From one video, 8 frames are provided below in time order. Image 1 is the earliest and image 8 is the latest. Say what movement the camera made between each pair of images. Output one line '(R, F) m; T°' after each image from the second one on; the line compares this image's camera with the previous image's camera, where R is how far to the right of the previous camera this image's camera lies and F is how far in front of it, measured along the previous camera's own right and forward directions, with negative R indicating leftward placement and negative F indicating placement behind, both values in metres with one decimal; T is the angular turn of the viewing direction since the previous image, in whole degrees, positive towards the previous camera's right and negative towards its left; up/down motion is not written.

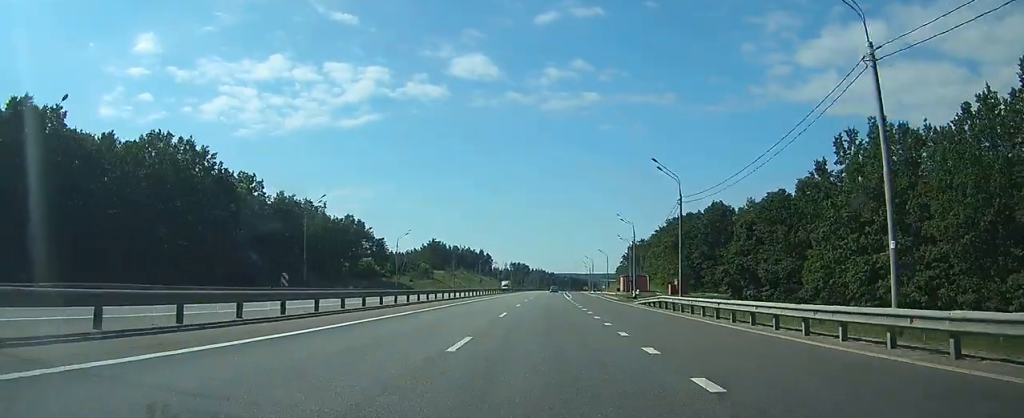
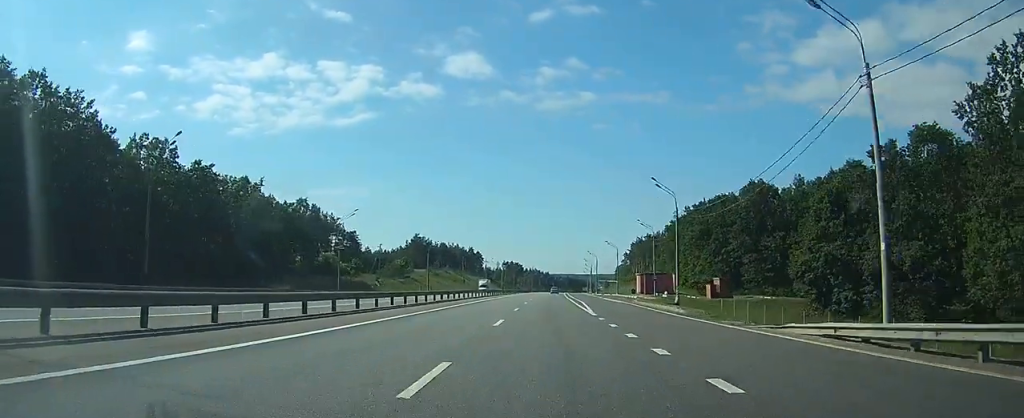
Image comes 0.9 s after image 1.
(+0.1, +28.7) m; 0°
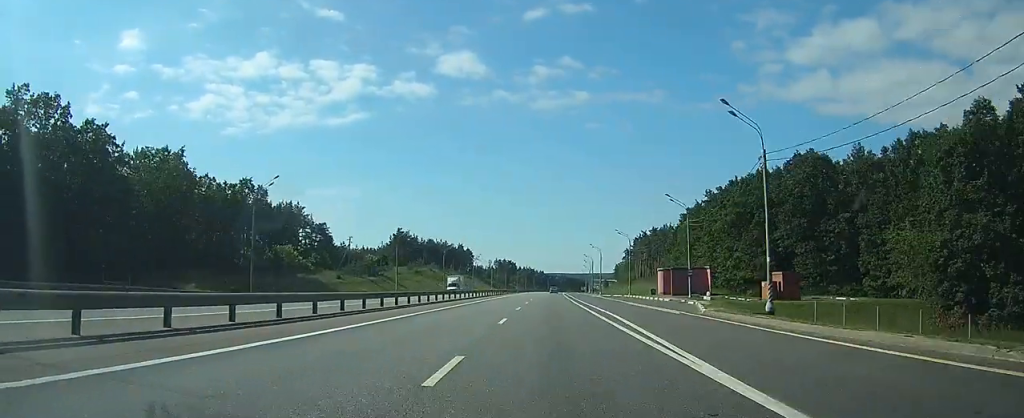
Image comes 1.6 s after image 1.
(+0.1, +23.3) m; 0°
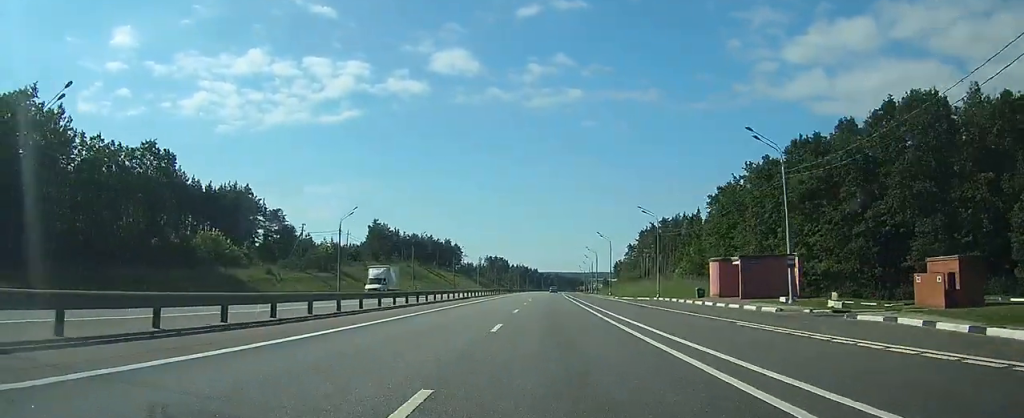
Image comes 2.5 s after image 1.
(+0.1, +27.4) m; +1°
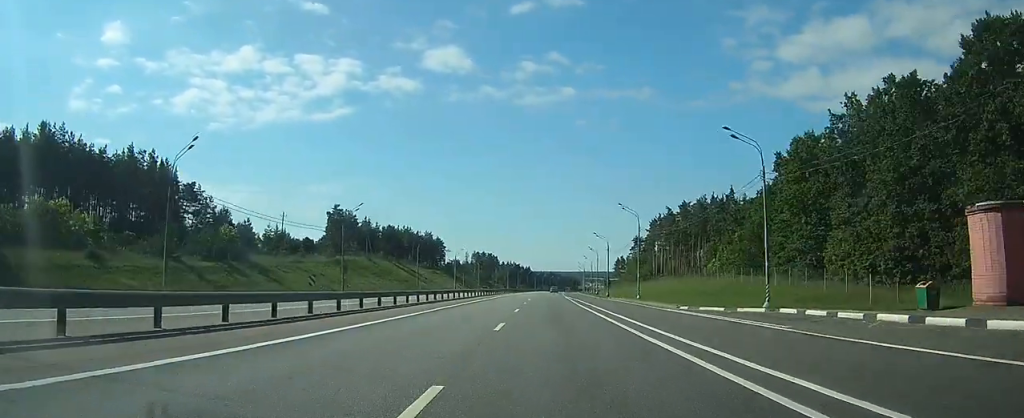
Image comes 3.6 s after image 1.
(+0.2, +35.6) m; 0°
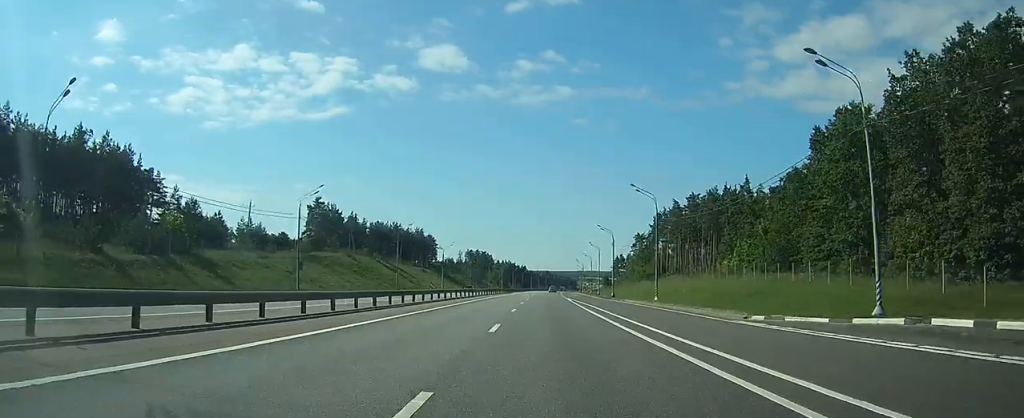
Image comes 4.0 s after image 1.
(0.0, +12.6) m; 0°
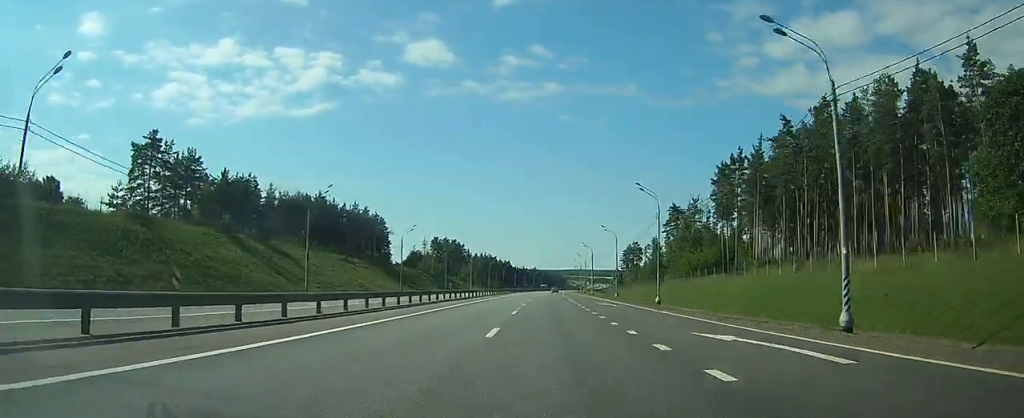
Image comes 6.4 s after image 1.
(+0.8, +73.1) m; +2°
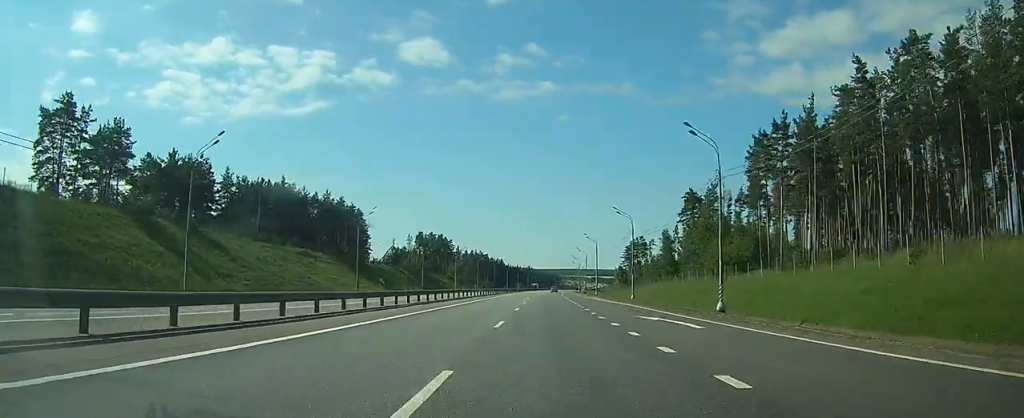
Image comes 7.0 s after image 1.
(+0.1, +20.9) m; +1°
